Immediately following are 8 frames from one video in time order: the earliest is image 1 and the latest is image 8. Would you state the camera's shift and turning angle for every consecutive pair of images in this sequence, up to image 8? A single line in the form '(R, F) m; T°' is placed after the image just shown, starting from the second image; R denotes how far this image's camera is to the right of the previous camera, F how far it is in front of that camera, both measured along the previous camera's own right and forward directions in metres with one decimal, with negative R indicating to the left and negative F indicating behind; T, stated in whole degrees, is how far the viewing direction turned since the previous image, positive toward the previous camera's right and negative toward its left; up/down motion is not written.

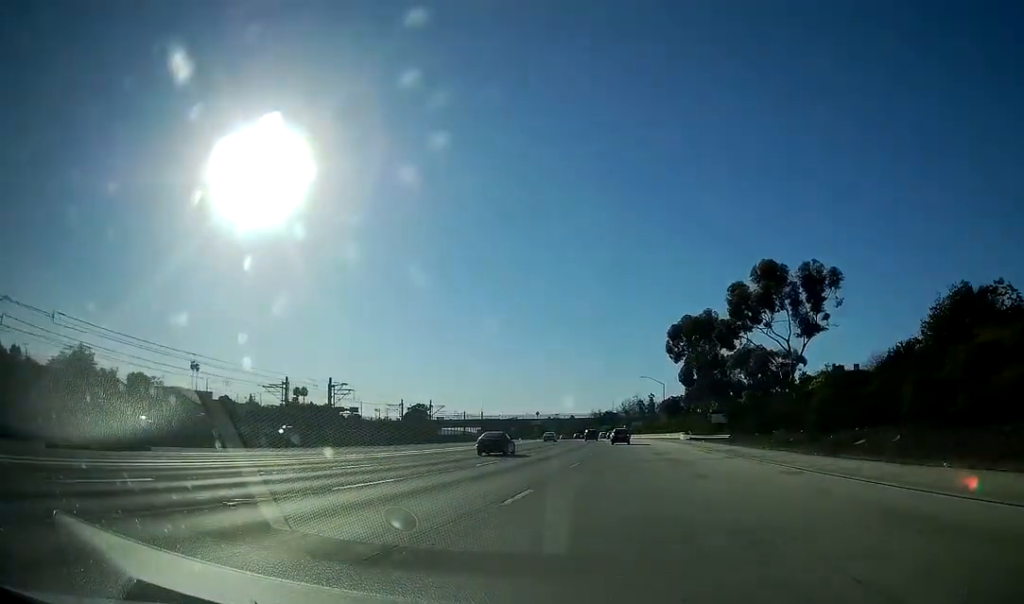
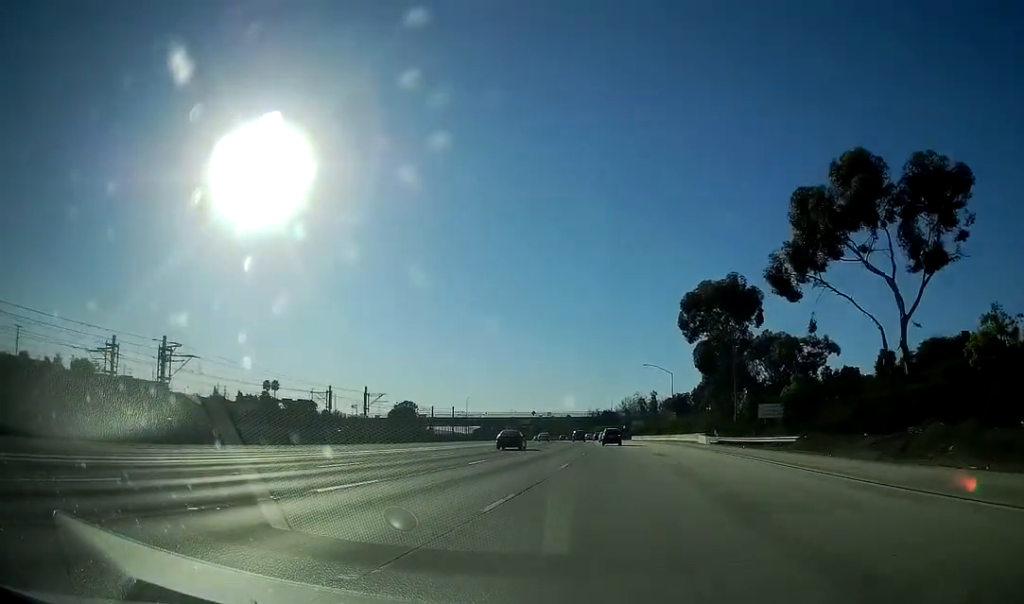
(+0.1, +30.8) m; +1°
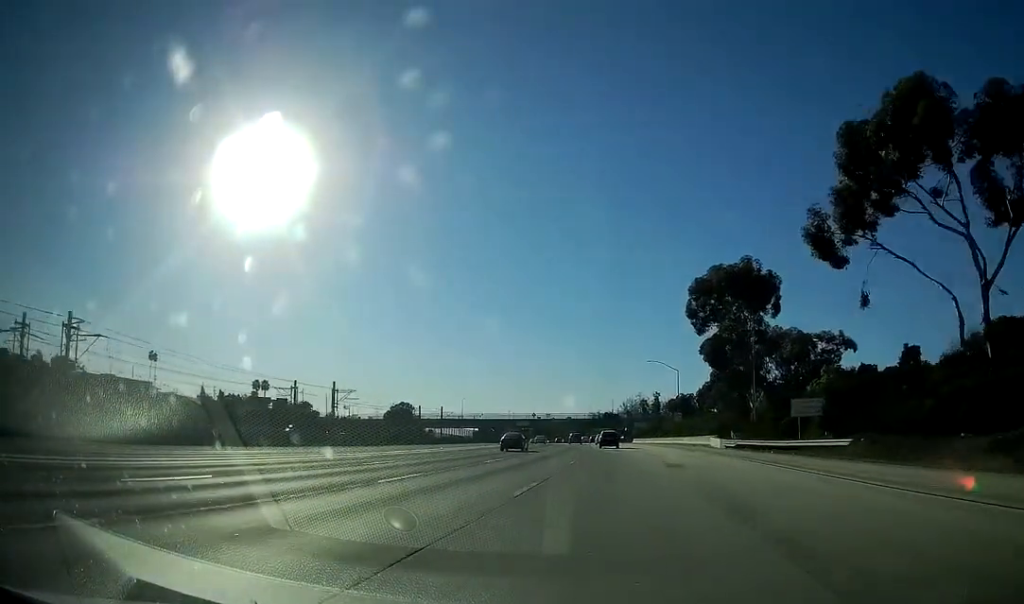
(0.0, +11.5) m; 0°
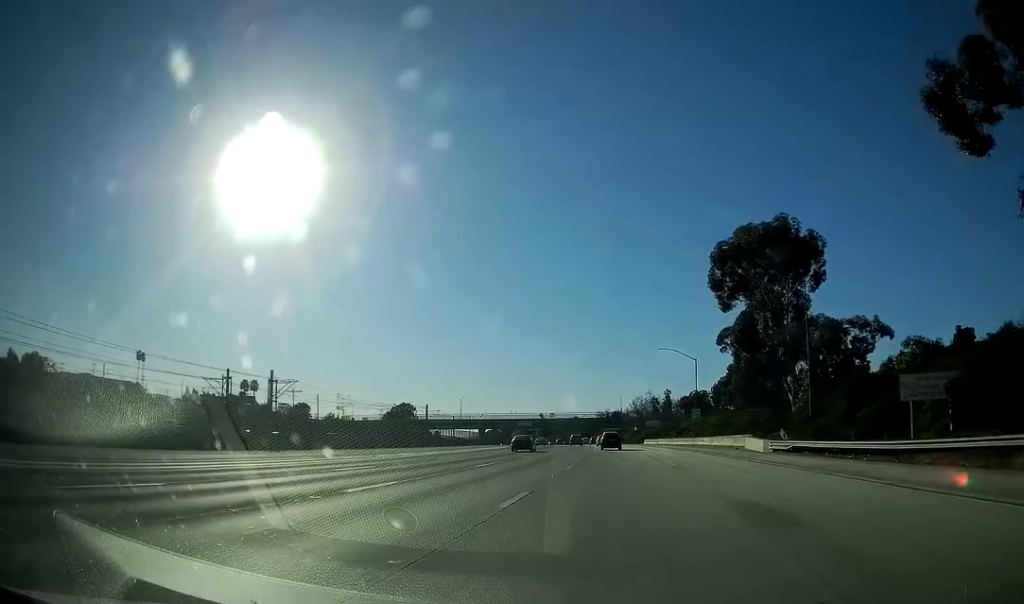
(+0.3, +16.8) m; 0°
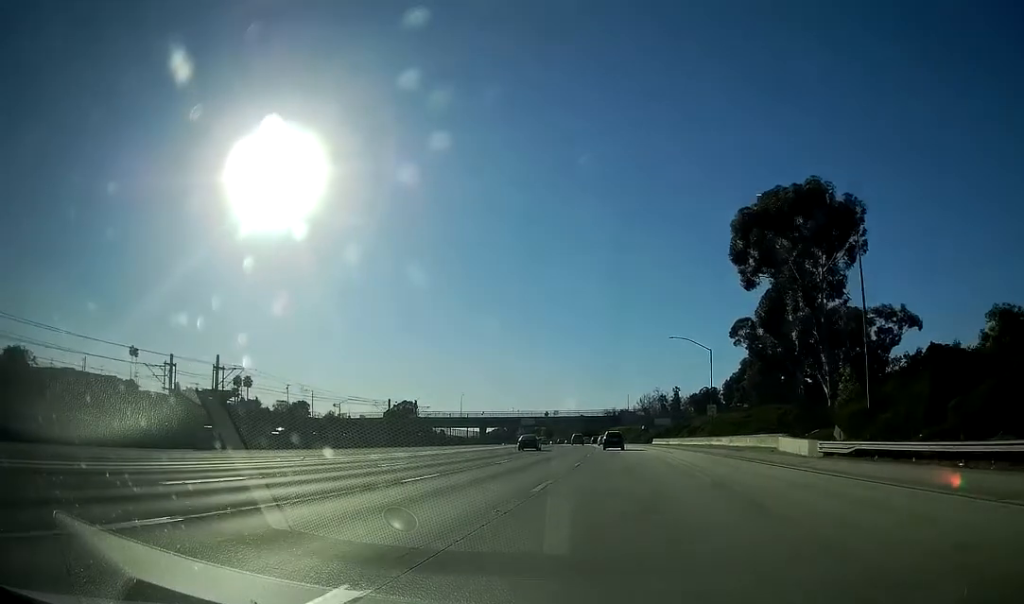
(0.0, +11.4) m; -1°
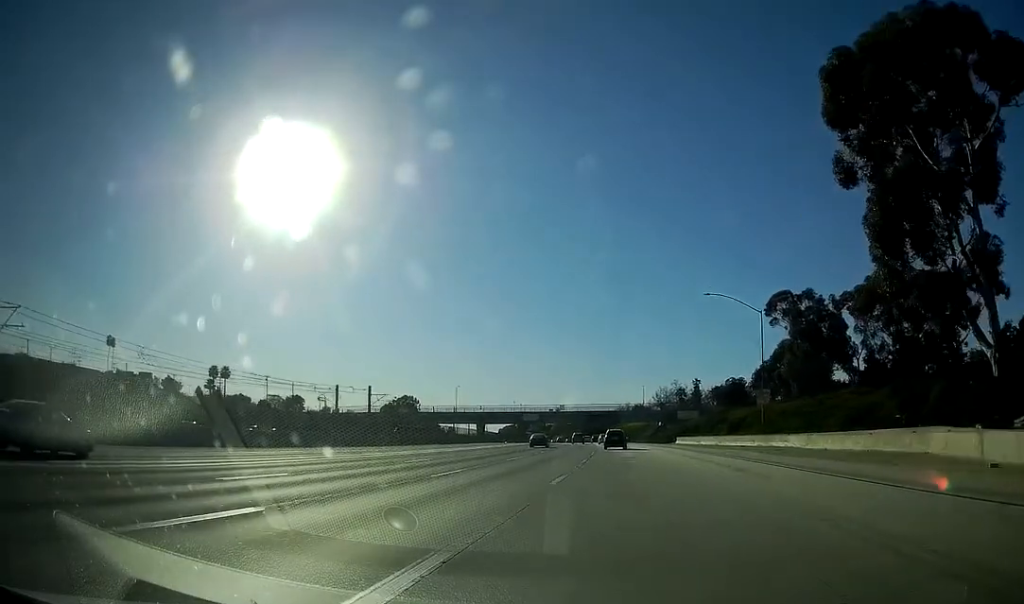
(-0.6, +27.7) m; -2°
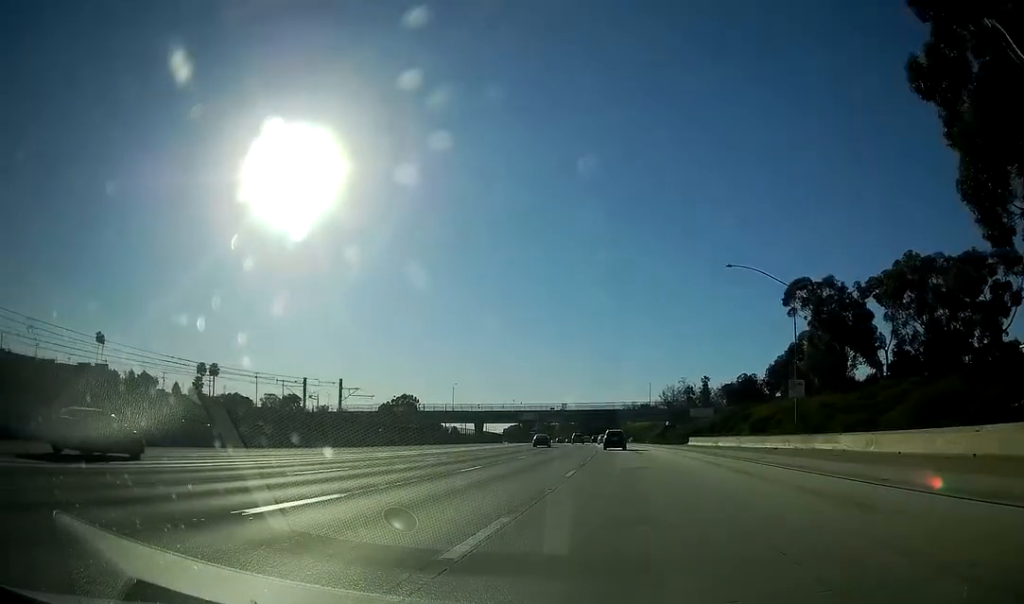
(-0.2, +10.9) m; -1°
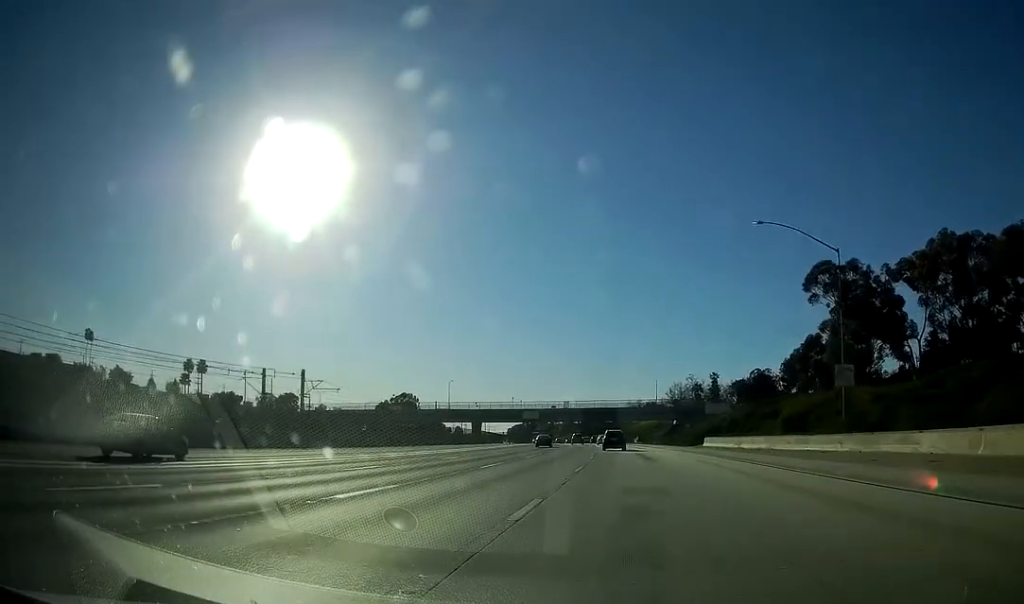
(-0.1, +10.6) m; 0°
